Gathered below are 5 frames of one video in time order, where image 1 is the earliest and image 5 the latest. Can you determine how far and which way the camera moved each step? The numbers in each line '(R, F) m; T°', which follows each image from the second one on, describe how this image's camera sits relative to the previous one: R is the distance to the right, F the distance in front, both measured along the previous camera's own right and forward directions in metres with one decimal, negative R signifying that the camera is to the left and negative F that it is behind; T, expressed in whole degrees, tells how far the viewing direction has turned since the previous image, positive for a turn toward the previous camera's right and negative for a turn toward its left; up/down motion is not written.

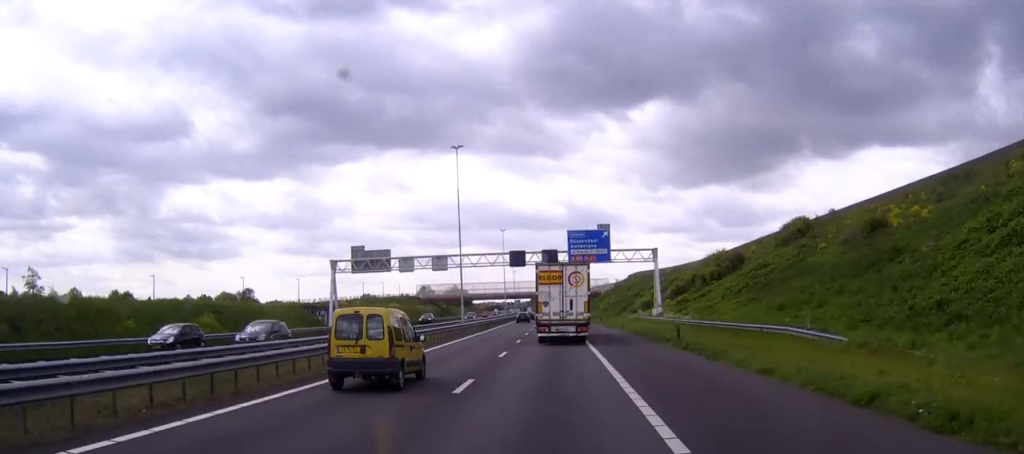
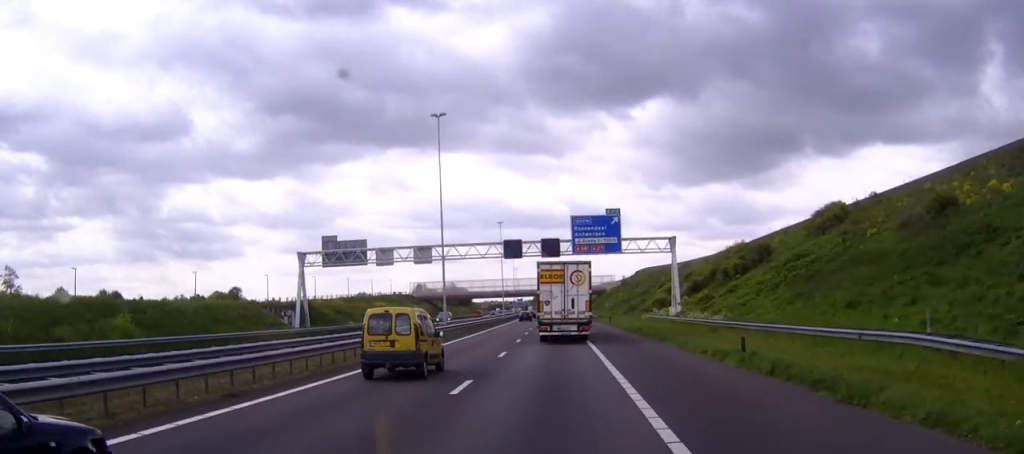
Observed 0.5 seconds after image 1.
(0.0, +12.3) m; 0°
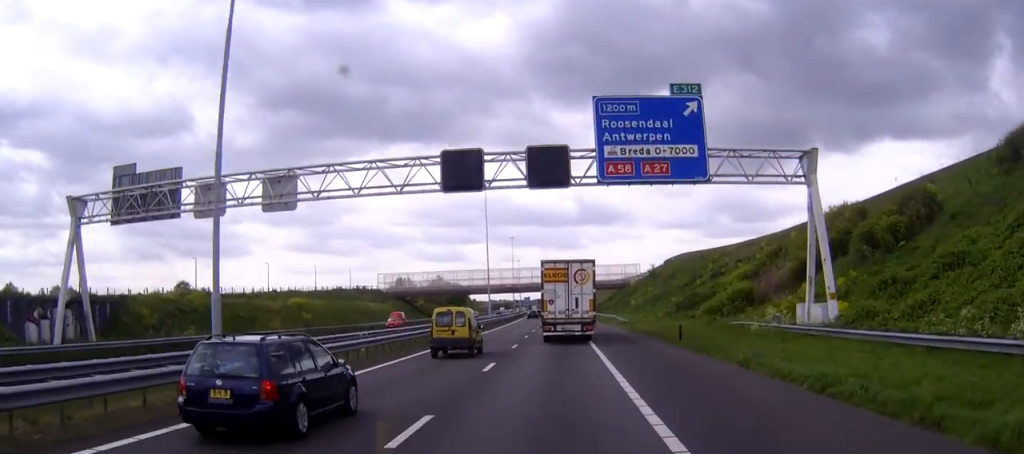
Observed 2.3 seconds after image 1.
(-0.3, +41.4) m; -1°
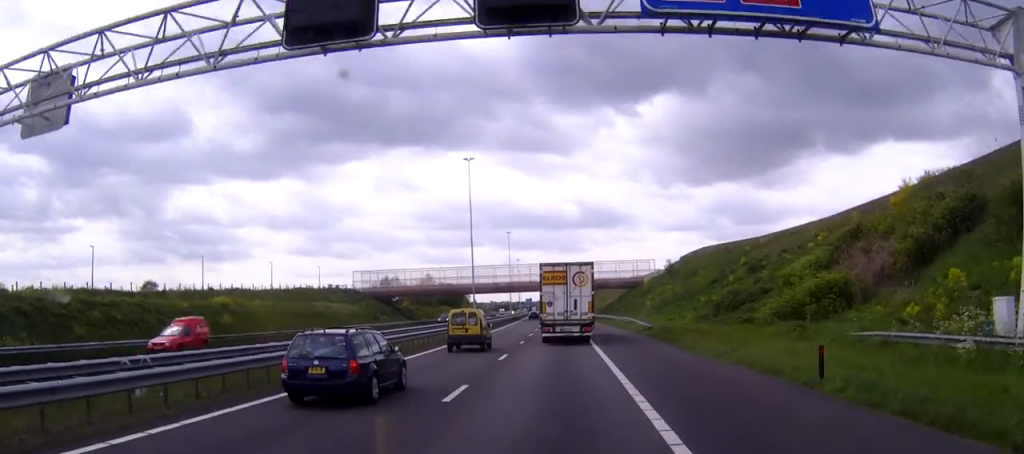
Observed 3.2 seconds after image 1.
(0.0, +19.1) m; 0°
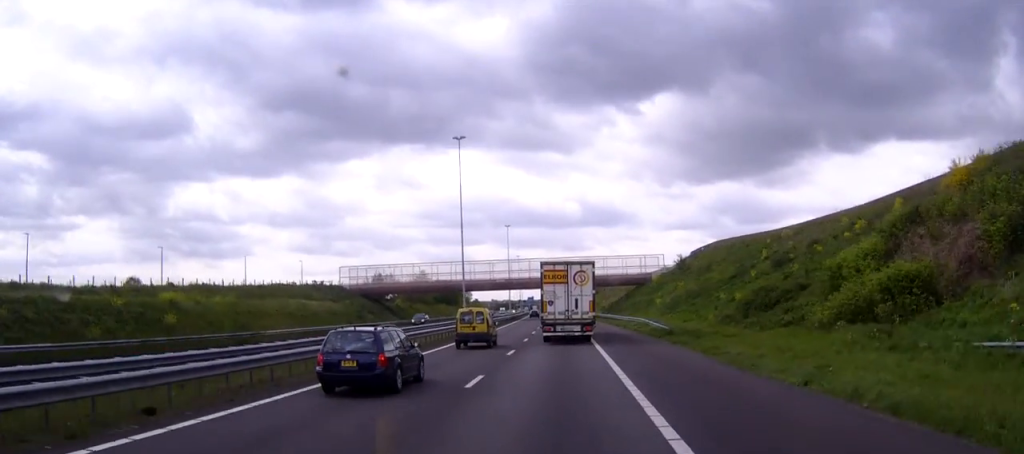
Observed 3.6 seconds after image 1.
(+0.1, +9.2) m; 0°
